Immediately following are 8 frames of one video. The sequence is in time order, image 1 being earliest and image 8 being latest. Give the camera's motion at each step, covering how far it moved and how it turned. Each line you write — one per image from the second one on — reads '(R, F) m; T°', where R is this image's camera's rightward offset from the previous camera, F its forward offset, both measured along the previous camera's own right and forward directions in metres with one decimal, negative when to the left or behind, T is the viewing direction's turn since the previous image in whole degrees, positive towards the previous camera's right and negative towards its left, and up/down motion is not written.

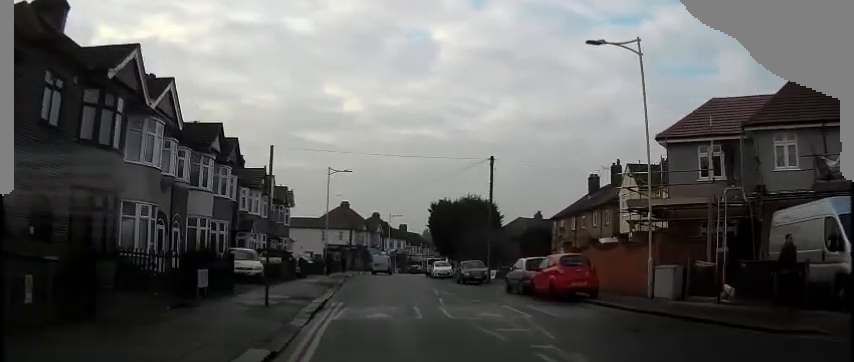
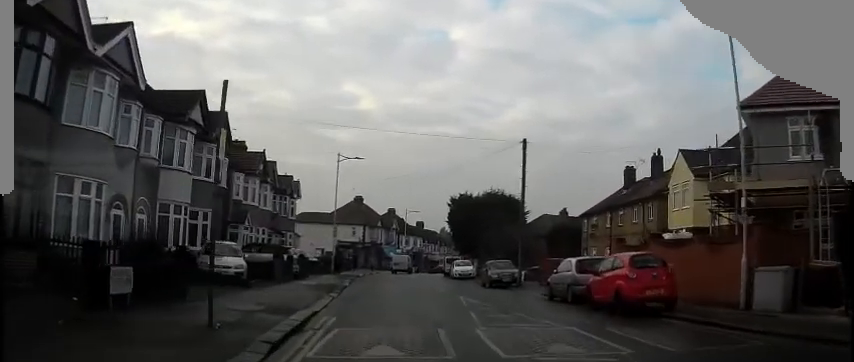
(-0.2, +5.3) m; -2°
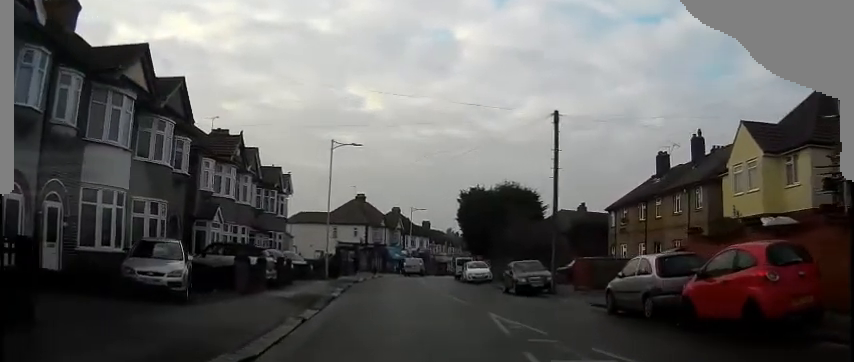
(0.0, +6.3) m; +1°
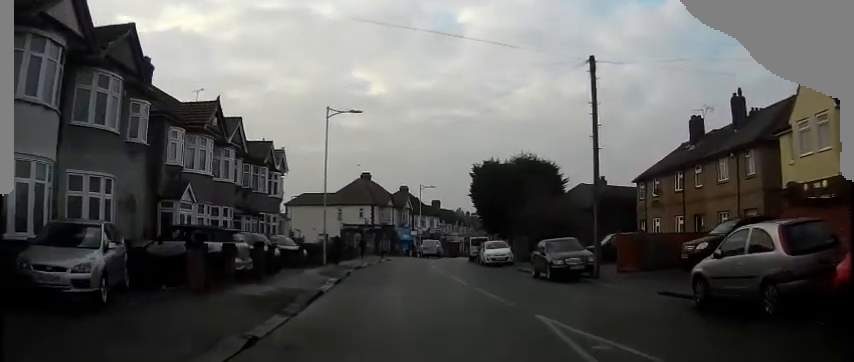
(0.0, +4.9) m; +1°
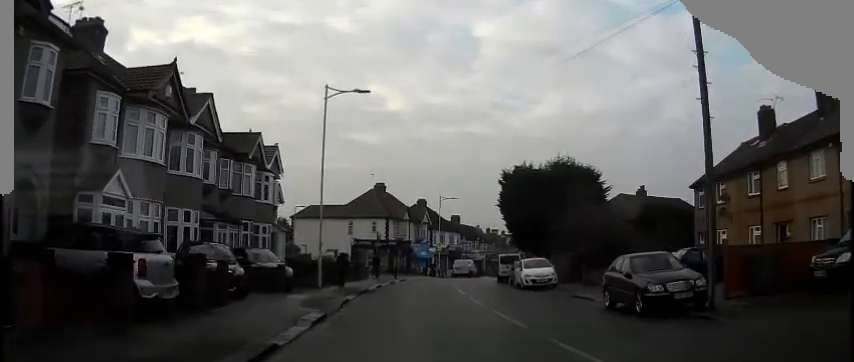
(+0.2, +7.7) m; -1°
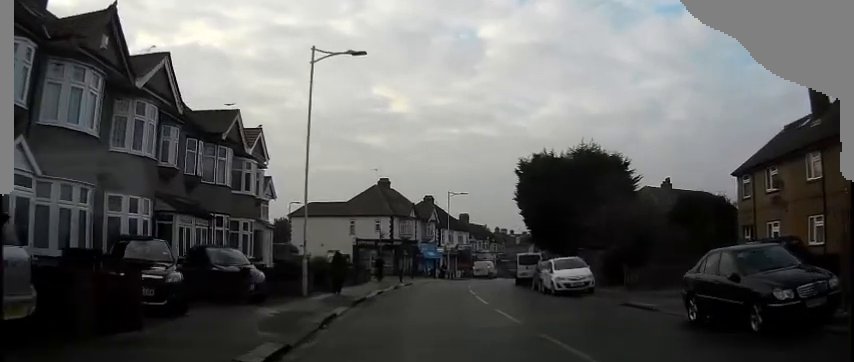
(-0.2, +5.1) m; -1°
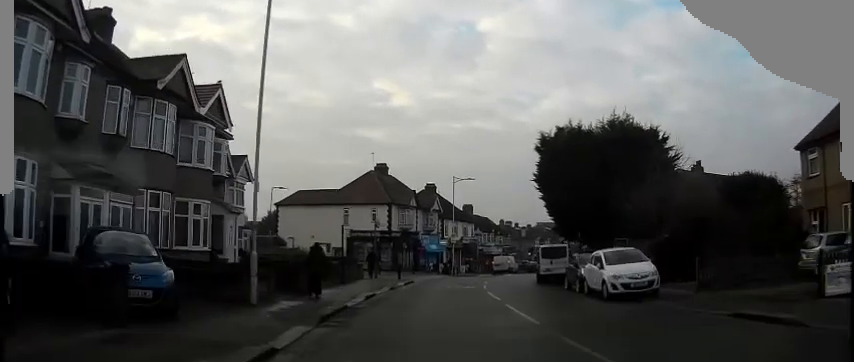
(0.0, +6.5) m; 0°
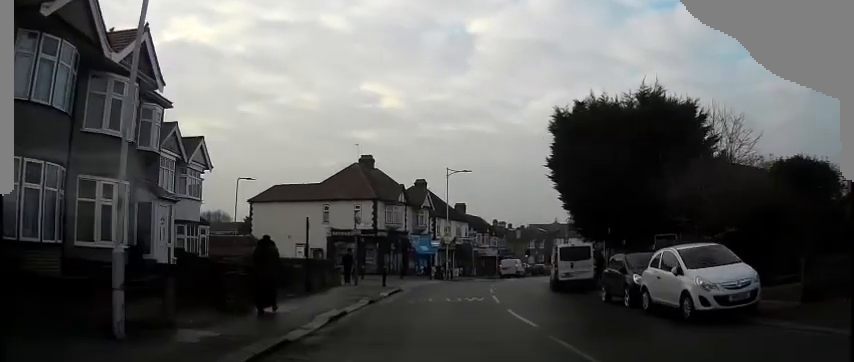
(+0.1, +6.0) m; 0°
